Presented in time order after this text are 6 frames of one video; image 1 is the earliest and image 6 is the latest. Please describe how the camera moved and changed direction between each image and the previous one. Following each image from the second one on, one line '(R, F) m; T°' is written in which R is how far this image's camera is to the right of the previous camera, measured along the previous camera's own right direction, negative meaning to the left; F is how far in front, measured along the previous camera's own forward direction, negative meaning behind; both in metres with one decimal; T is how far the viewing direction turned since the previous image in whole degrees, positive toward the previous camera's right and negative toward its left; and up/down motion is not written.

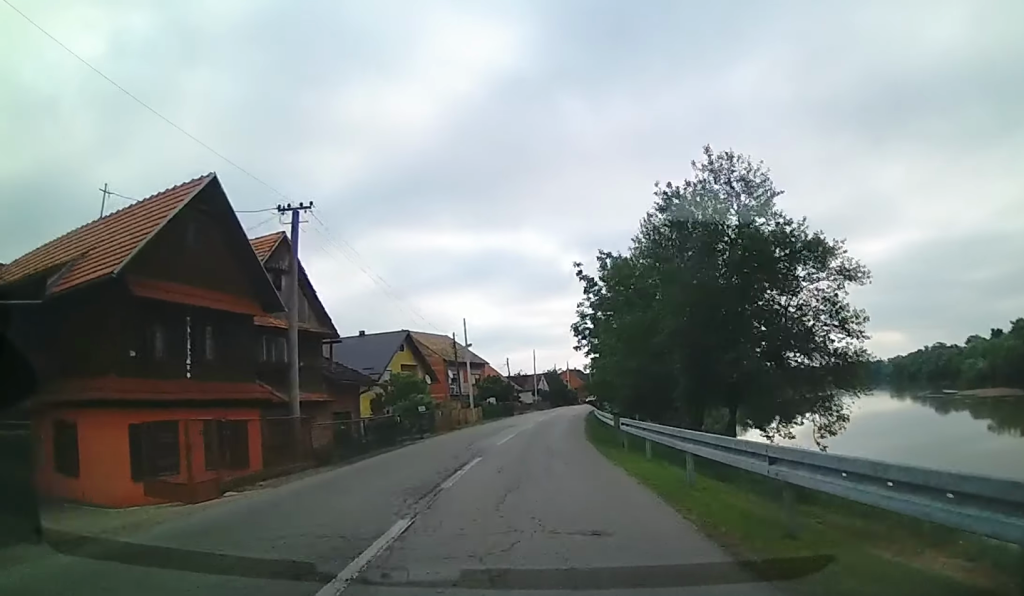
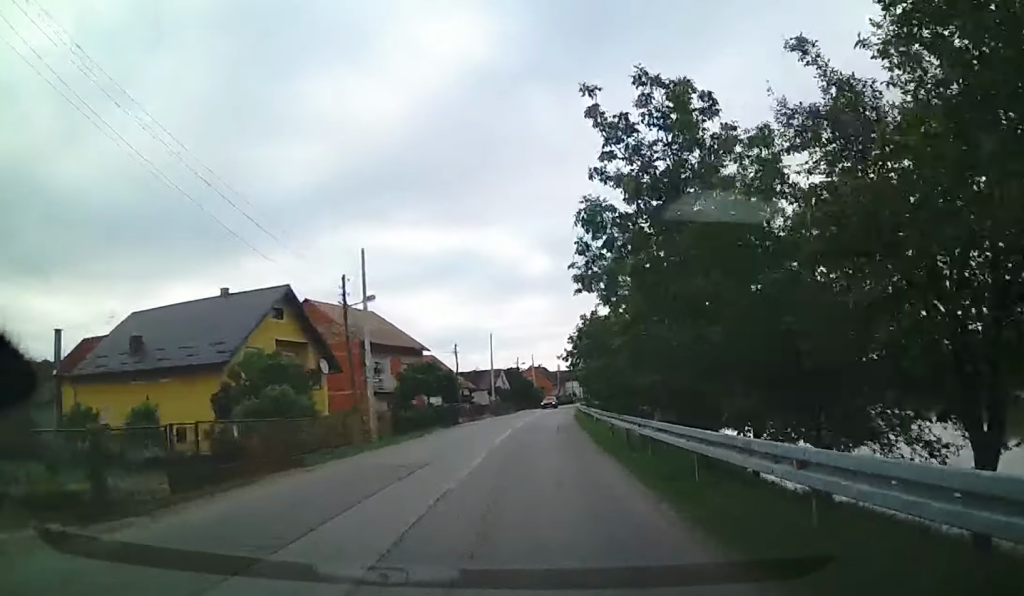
(0.0, +23.0) m; +2°
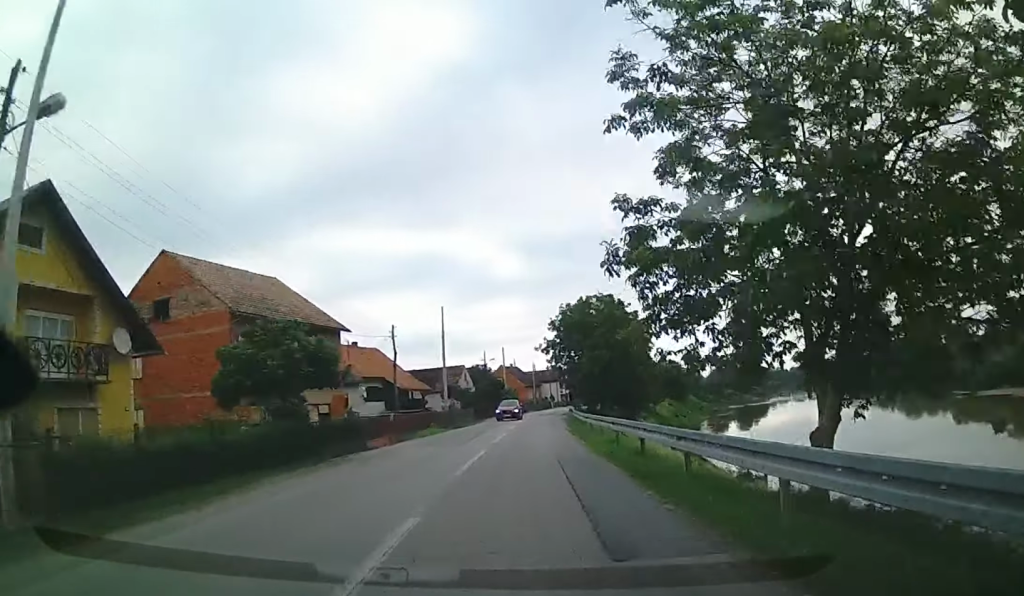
(+0.8, +19.6) m; +2°
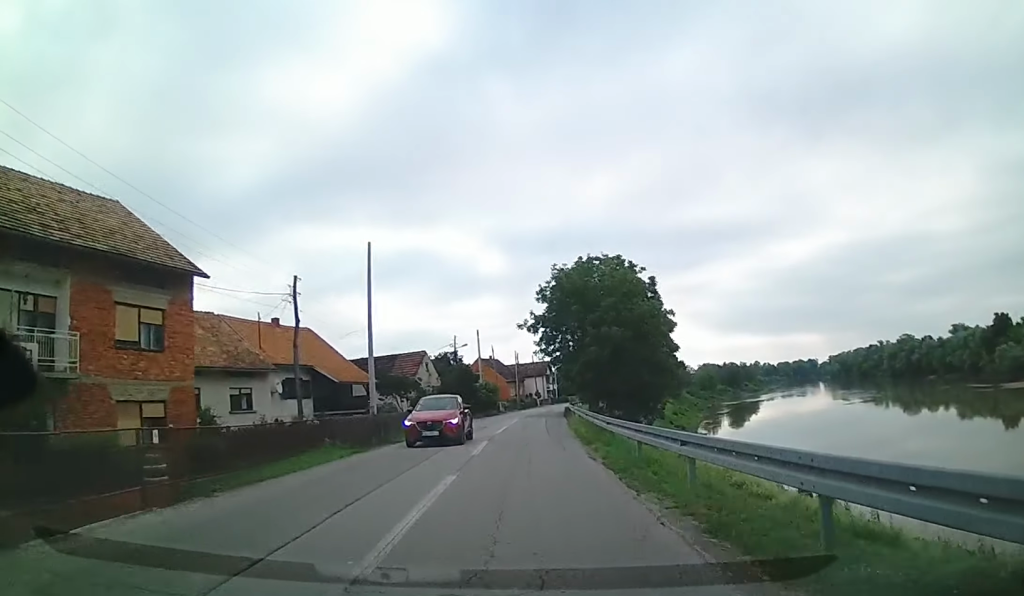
(0.0, +17.8) m; +1°
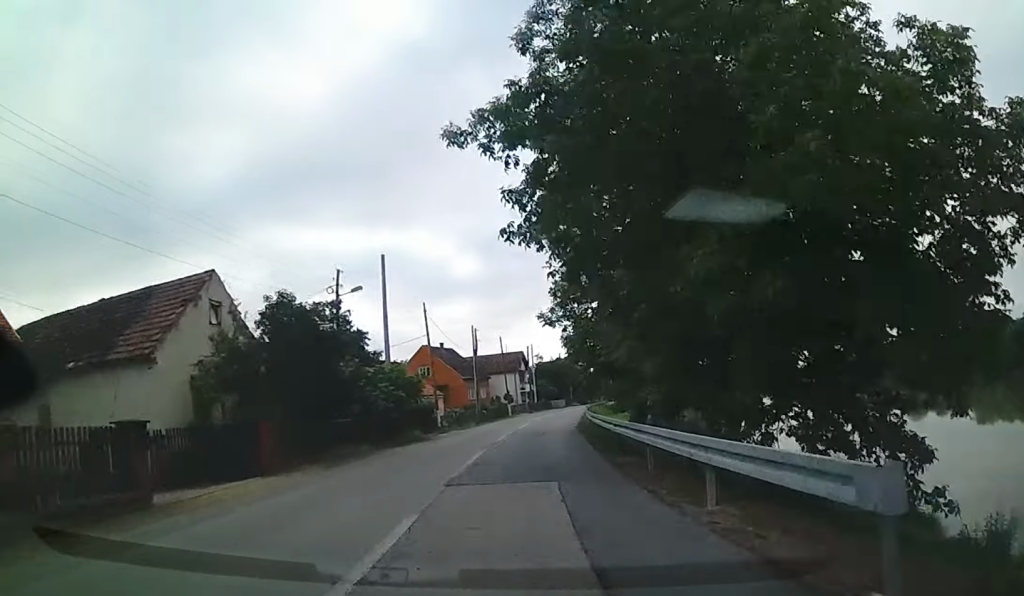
(+1.1, +36.2) m; +4°
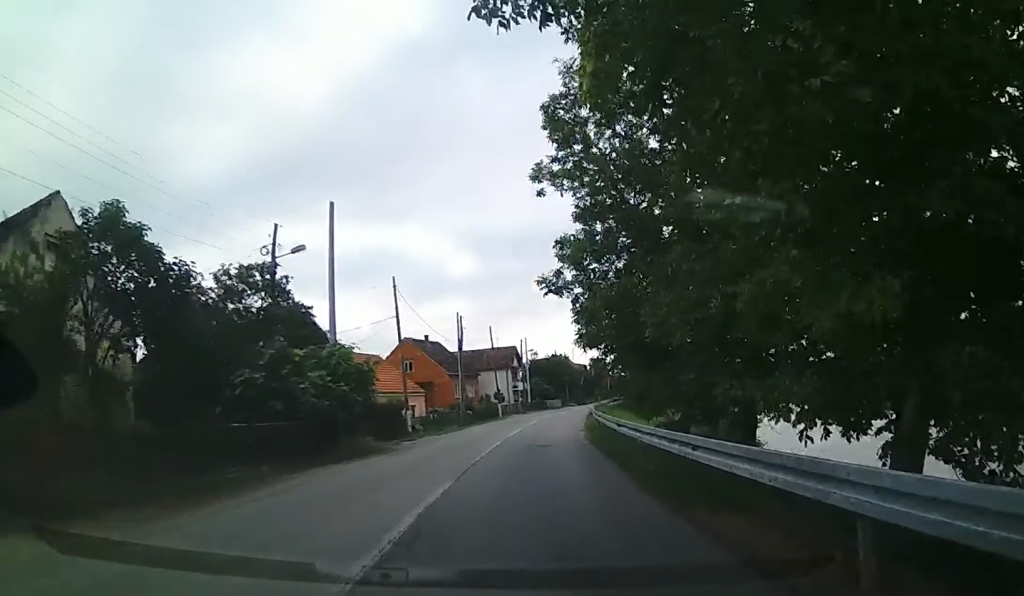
(+0.1, +8.0) m; +1°
